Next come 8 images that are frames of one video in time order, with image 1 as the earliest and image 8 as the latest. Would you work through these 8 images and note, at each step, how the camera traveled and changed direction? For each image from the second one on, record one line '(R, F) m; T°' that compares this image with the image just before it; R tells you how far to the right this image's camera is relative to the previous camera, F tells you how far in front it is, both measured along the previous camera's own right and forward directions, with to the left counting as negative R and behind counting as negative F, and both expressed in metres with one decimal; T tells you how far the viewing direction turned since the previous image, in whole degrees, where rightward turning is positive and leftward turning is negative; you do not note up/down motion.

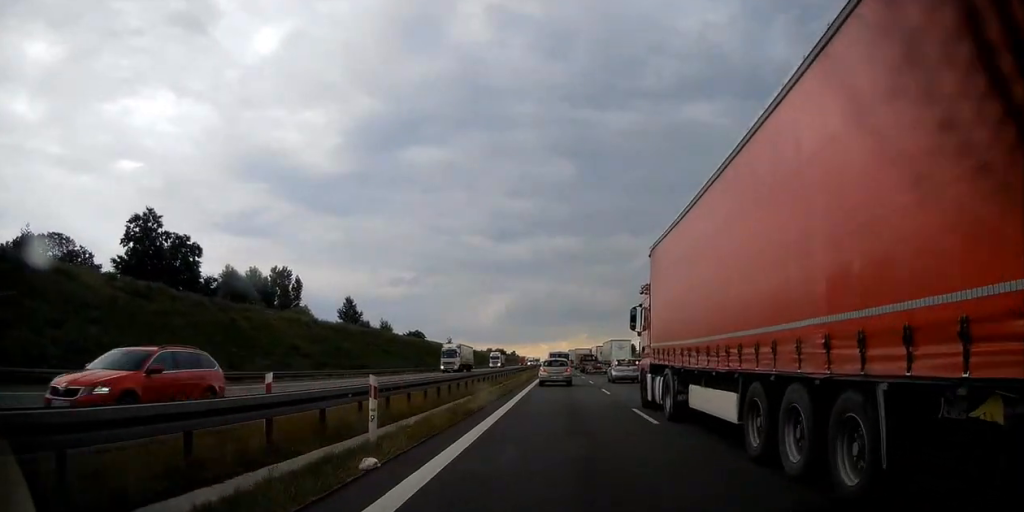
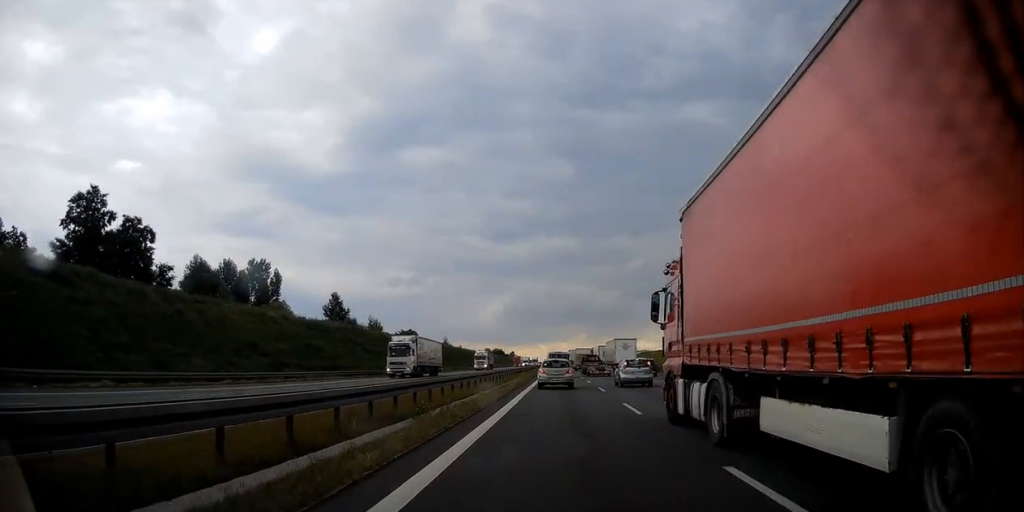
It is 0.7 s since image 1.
(0.0, +8.9) m; 0°
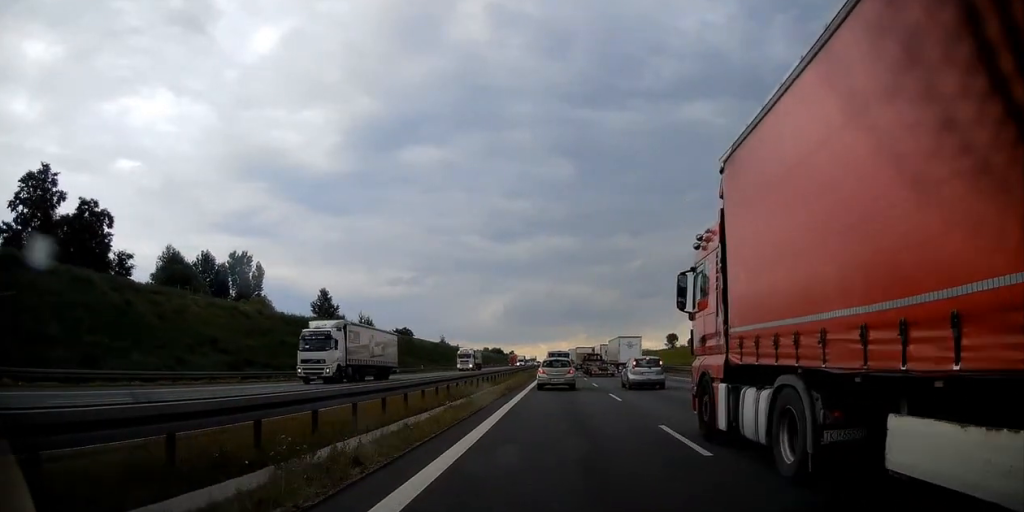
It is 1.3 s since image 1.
(0.0, +7.0) m; -1°
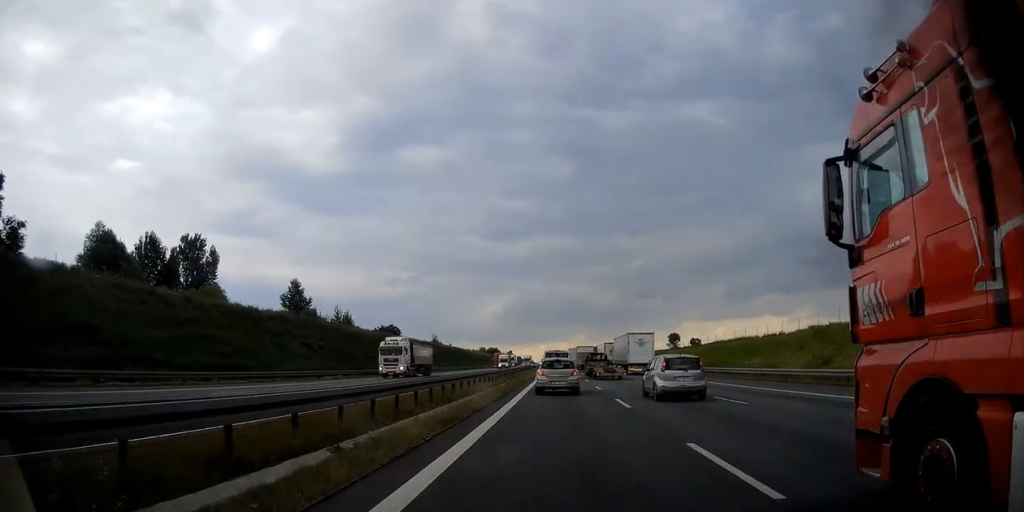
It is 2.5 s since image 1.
(-0.3, +15.2) m; -1°
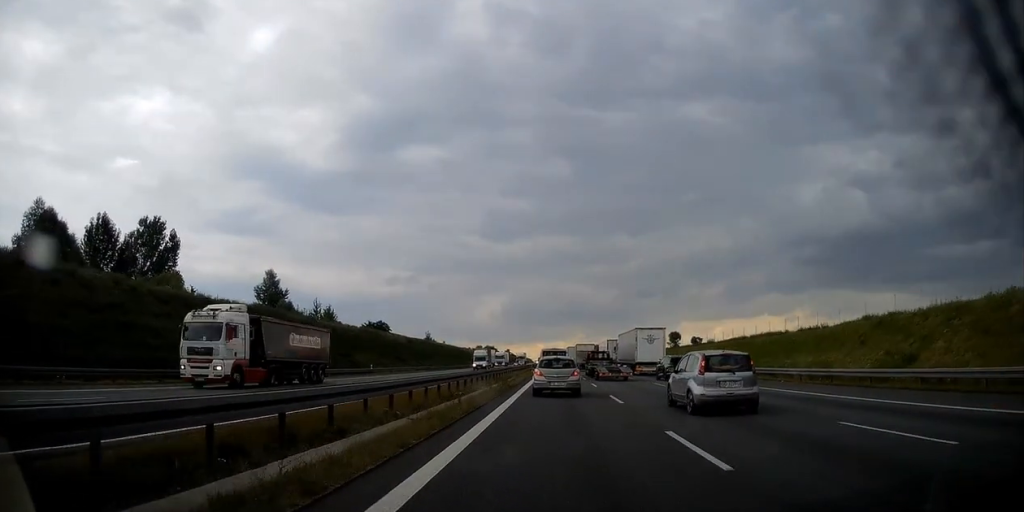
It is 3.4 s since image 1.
(0.0, +10.8) m; +1°
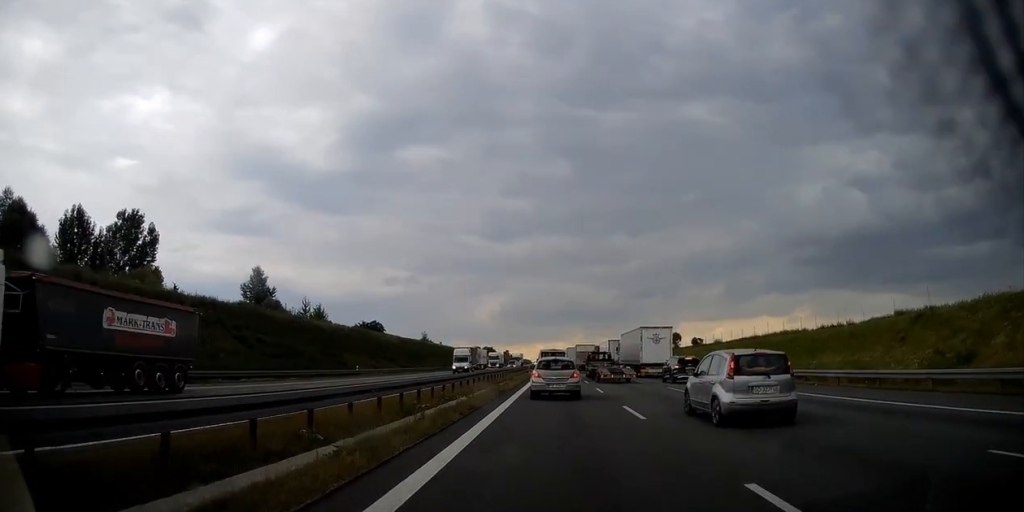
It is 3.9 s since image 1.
(+0.1, +5.1) m; +1°
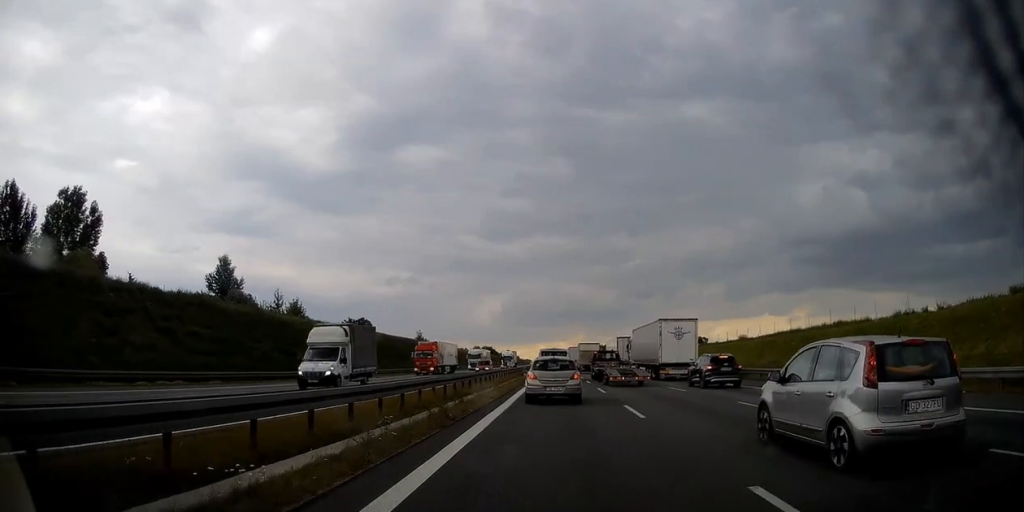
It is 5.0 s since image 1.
(+0.1, +12.4) m; -2°
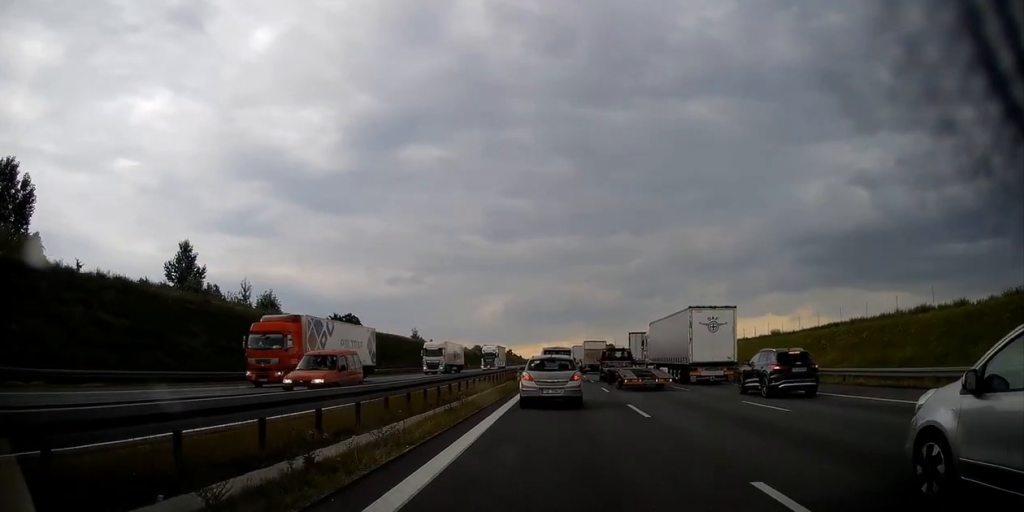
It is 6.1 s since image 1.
(-0.3, +12.1) m; +1°
